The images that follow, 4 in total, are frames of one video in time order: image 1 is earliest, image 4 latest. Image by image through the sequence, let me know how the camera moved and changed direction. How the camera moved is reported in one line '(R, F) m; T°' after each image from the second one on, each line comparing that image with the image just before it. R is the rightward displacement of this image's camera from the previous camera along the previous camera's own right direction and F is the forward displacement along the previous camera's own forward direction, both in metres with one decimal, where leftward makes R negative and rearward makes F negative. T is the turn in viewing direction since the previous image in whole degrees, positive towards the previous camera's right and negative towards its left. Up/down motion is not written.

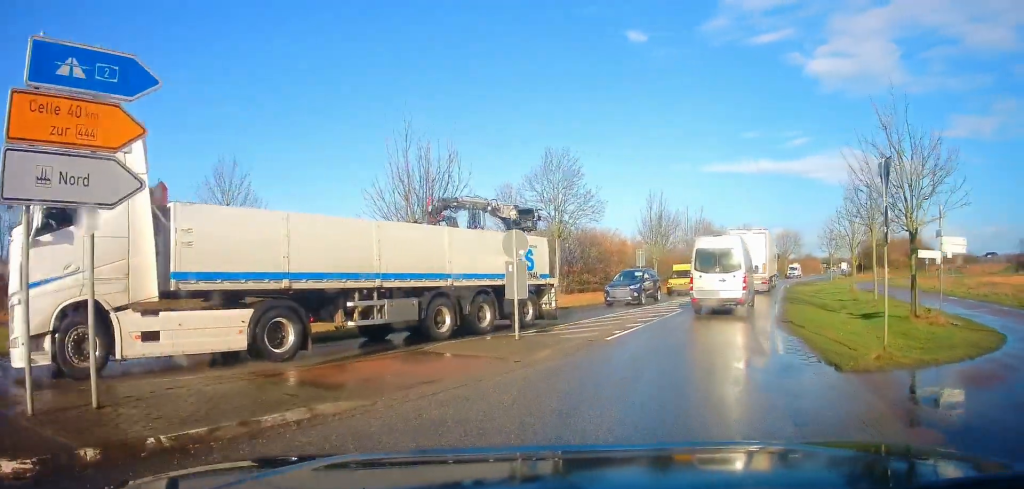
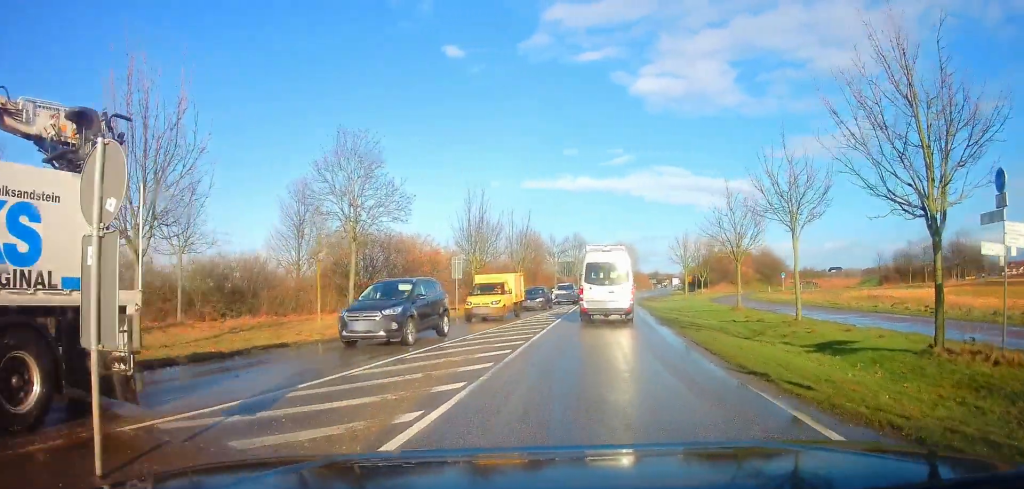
(+0.7, +8.0) m; +14°
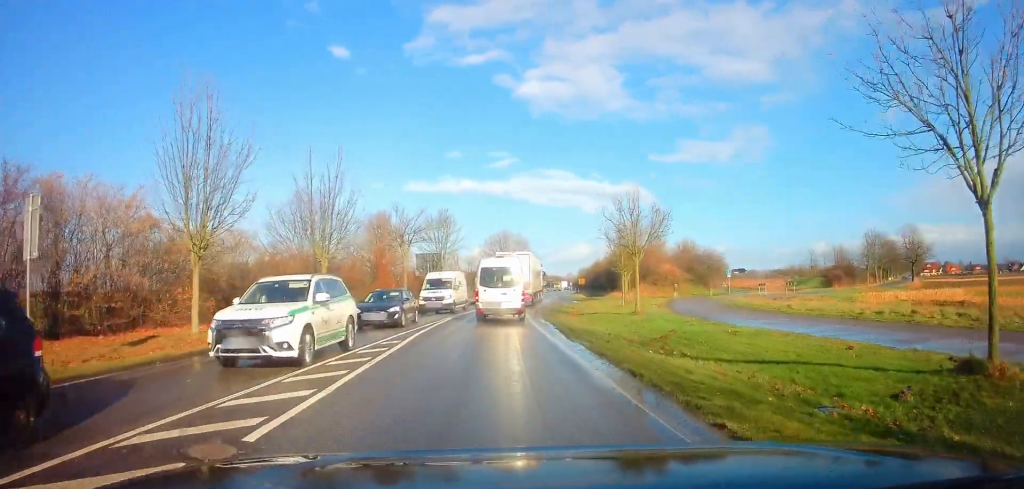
(+3.6, +23.5) m; +9°
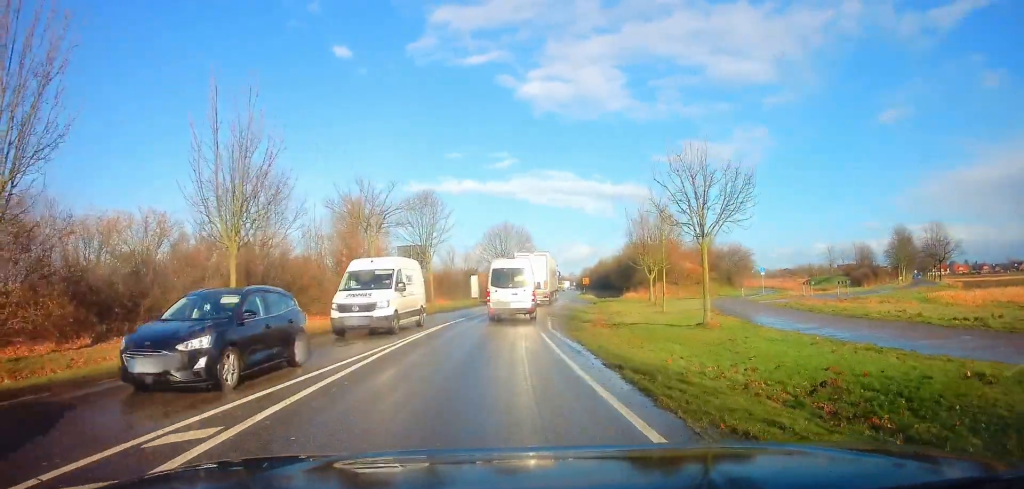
(+0.2, +9.5) m; 0°
